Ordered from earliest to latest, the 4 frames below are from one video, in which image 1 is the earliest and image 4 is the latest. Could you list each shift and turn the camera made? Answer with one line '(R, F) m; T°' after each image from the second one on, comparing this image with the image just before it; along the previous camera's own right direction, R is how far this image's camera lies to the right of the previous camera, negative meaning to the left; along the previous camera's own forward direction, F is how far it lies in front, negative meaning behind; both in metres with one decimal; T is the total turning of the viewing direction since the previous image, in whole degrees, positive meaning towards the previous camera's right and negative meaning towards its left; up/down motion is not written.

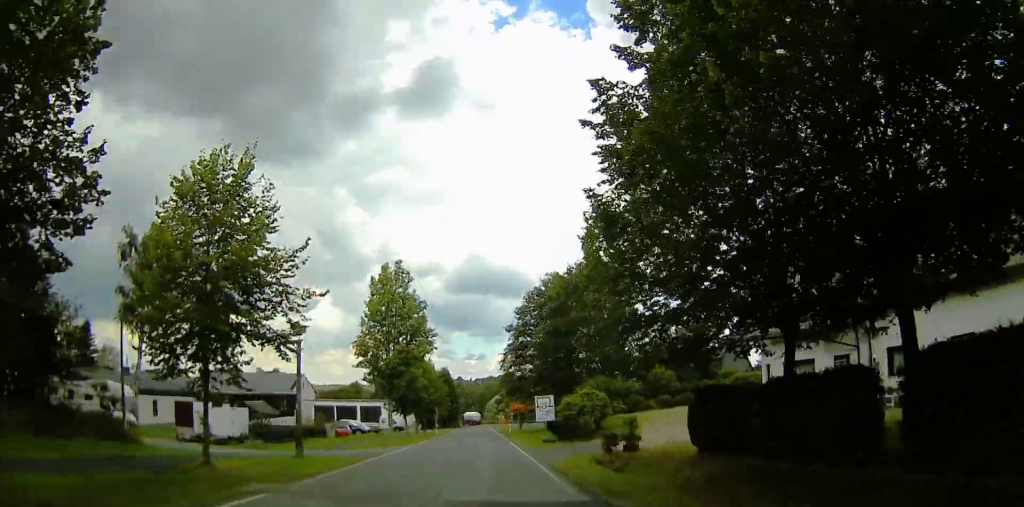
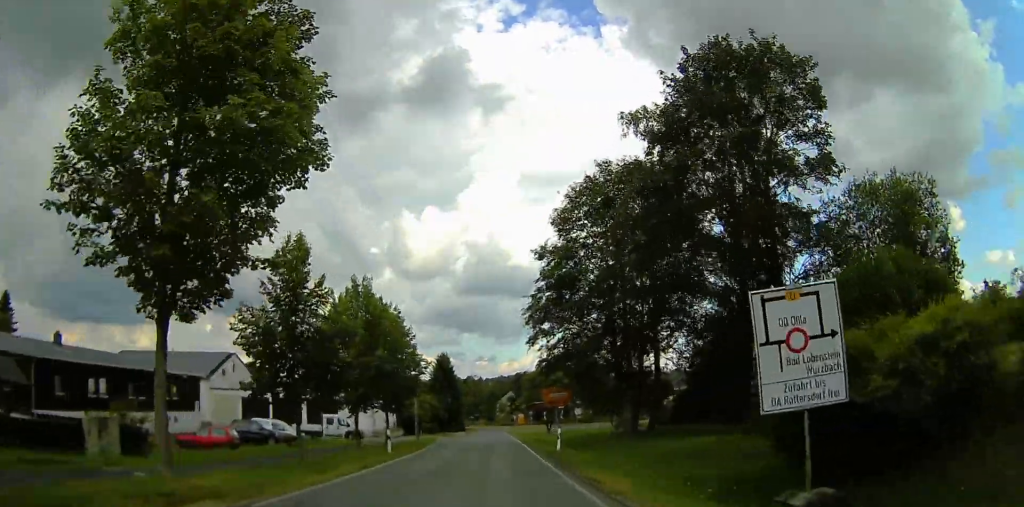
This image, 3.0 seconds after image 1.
(-4.2, +32.5) m; -10°
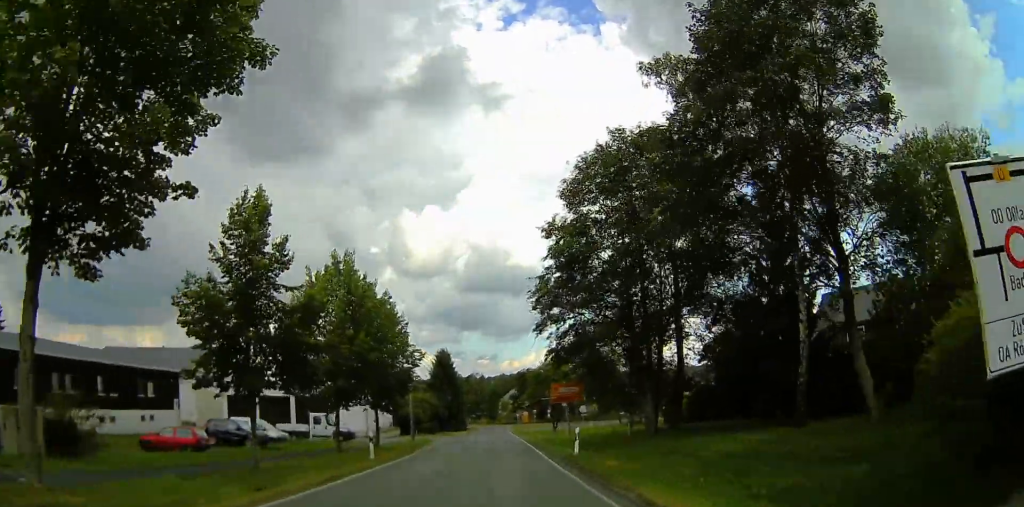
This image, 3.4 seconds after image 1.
(+0.1, +4.1) m; +1°
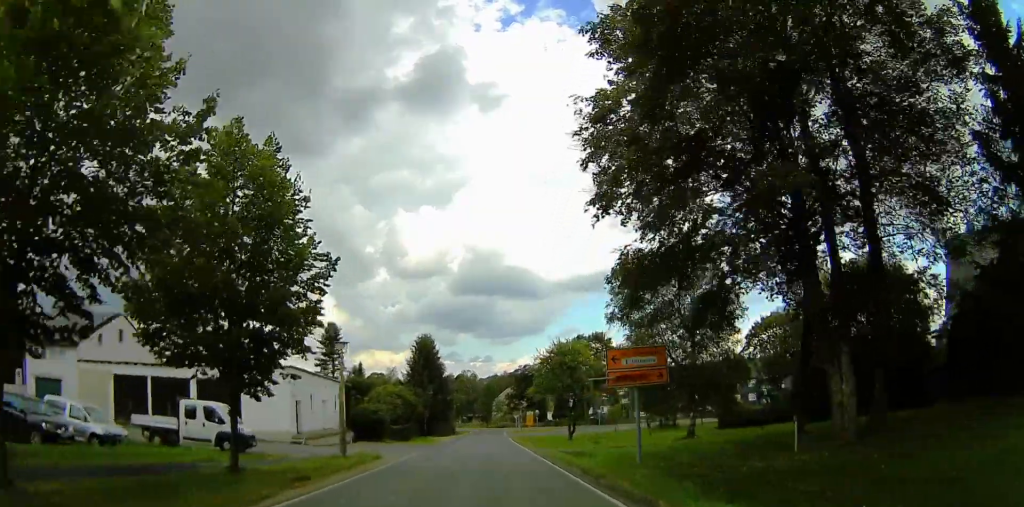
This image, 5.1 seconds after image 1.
(-1.1, +18.2) m; +1°
